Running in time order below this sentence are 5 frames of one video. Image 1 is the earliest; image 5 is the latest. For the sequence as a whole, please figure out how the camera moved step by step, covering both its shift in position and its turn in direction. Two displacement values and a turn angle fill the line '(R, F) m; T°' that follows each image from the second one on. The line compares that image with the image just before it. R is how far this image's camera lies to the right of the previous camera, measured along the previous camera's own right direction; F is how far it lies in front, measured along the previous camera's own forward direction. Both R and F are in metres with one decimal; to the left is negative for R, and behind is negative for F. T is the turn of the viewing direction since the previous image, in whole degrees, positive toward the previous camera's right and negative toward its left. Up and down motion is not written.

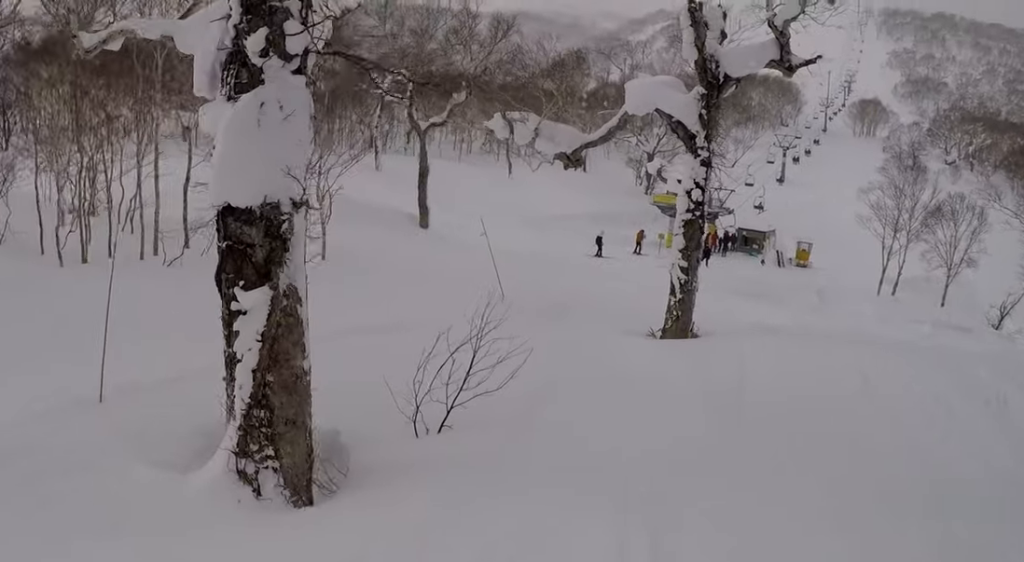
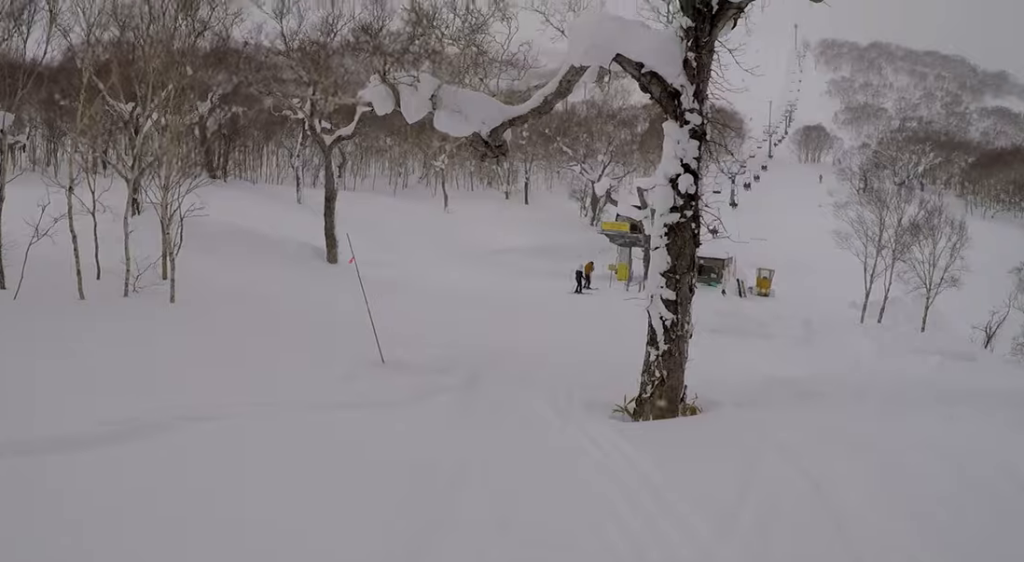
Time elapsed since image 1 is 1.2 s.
(+0.4, +6.1) m; +3°
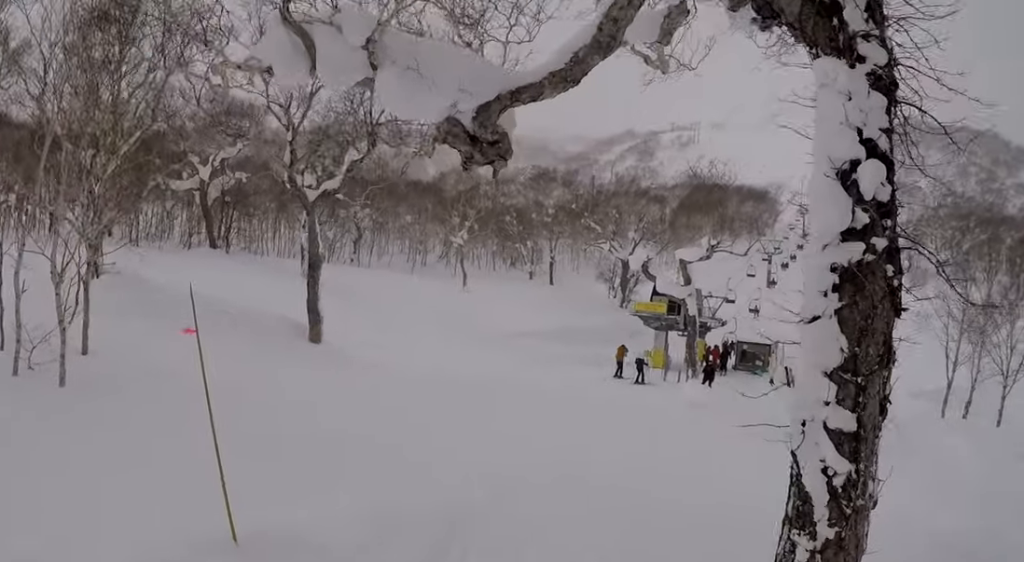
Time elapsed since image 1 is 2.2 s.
(-0.4, +5.5) m; +2°
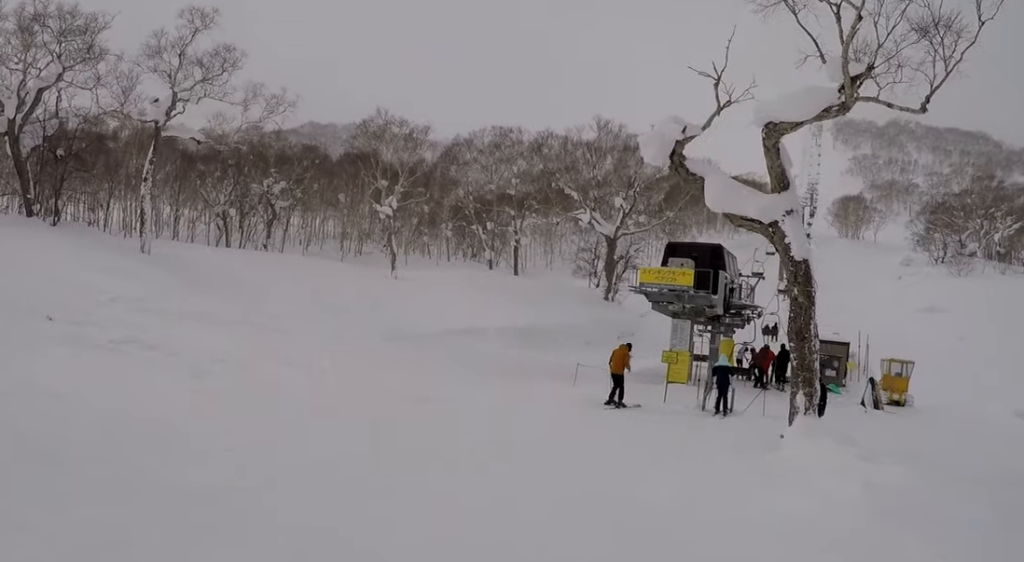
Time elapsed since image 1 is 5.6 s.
(+3.2, +18.0) m; 0°
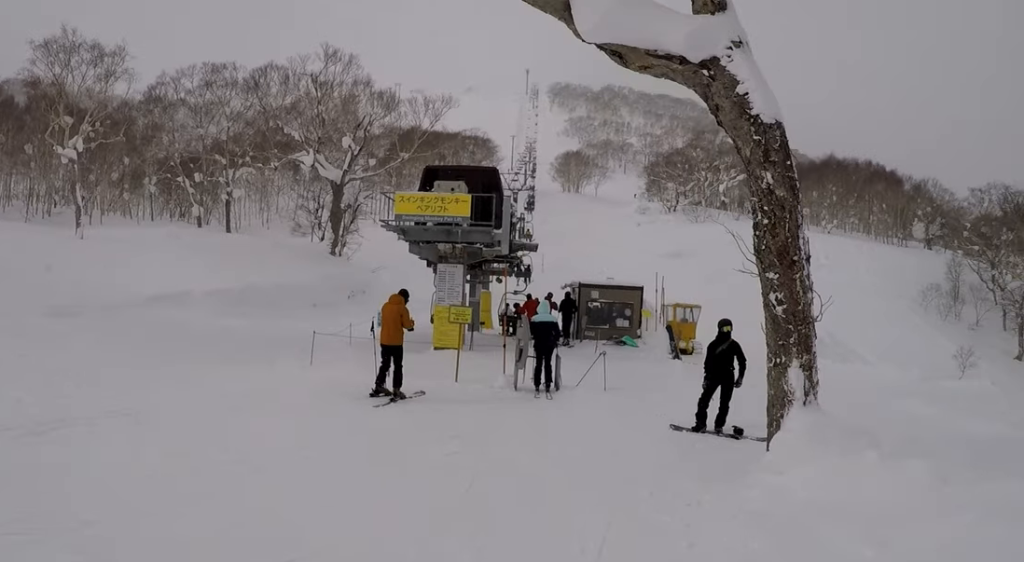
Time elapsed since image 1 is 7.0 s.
(+0.4, +5.0) m; +27°
